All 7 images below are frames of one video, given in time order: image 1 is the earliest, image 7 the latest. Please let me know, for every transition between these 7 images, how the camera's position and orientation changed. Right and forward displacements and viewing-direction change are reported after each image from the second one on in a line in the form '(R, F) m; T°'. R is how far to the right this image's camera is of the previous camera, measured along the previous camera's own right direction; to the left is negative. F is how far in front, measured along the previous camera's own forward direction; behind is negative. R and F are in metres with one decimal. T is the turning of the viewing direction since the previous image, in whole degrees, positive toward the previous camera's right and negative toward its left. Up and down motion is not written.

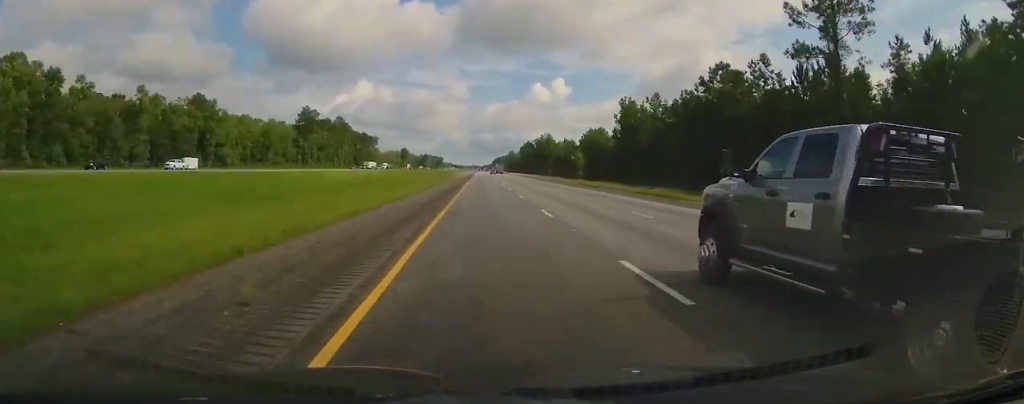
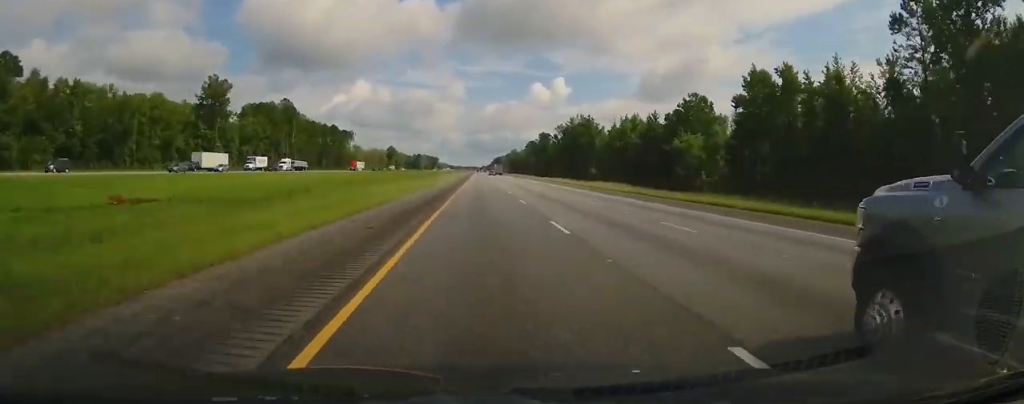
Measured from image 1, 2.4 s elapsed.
(+0.3, +89.2) m; 0°
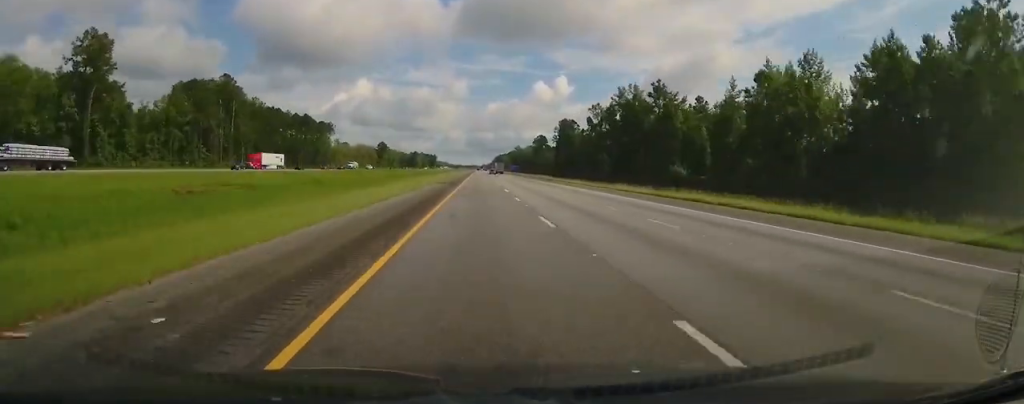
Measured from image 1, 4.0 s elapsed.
(-0.2, +59.4) m; 0°
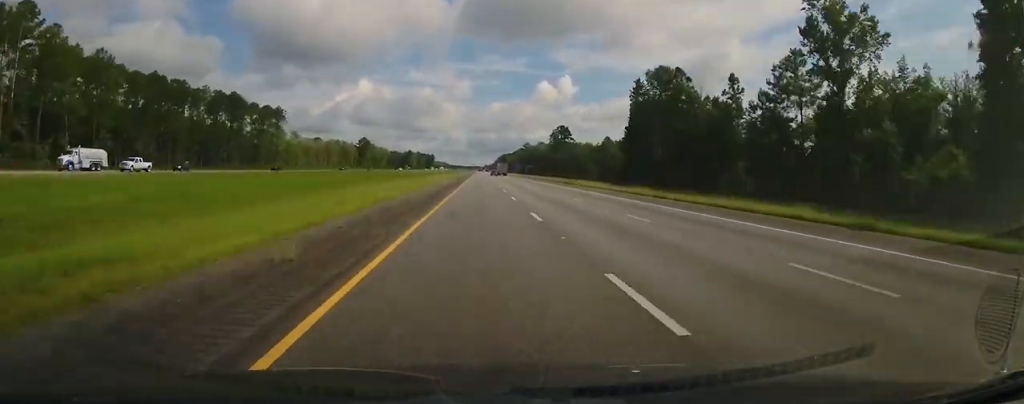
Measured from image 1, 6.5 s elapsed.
(-0.2, +94.2) m; 0°
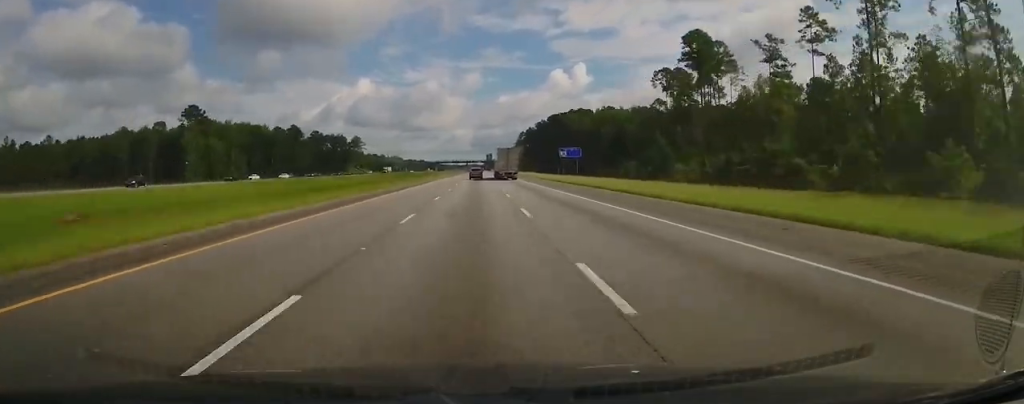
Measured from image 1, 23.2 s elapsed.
(+4.9, +615.9) m; 0°
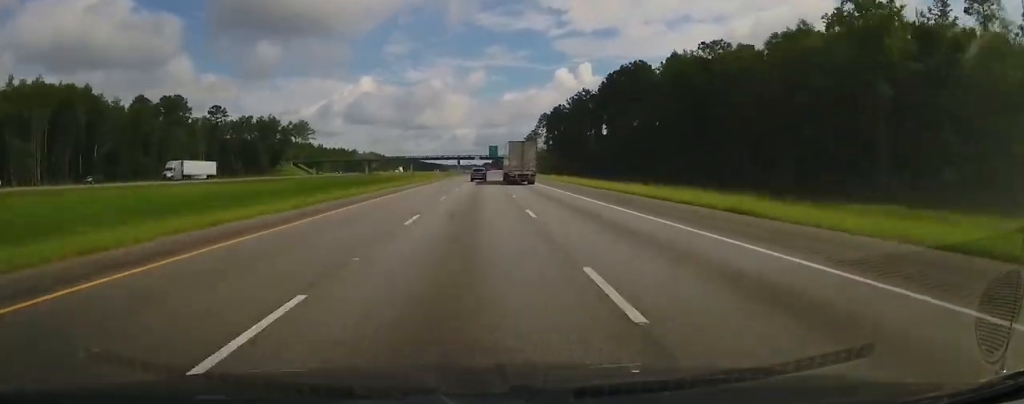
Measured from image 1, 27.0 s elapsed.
(-0.2, +134.8) m; 0°
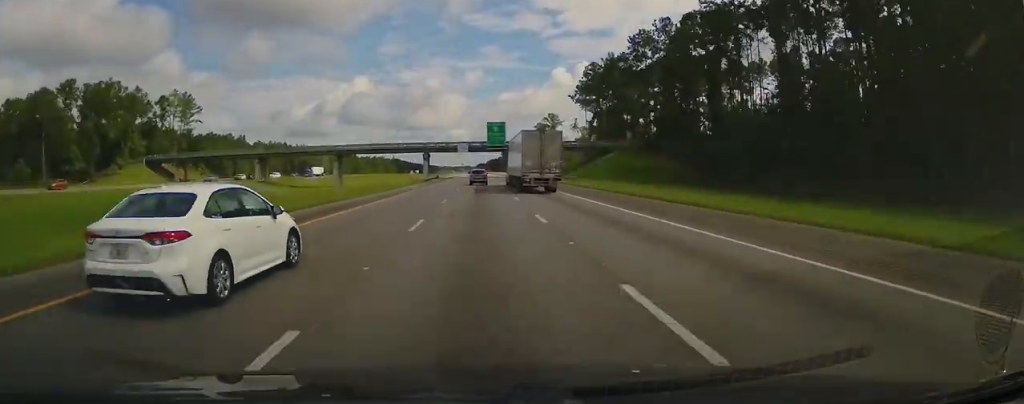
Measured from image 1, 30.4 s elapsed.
(+0.8, +124.2) m; 0°
